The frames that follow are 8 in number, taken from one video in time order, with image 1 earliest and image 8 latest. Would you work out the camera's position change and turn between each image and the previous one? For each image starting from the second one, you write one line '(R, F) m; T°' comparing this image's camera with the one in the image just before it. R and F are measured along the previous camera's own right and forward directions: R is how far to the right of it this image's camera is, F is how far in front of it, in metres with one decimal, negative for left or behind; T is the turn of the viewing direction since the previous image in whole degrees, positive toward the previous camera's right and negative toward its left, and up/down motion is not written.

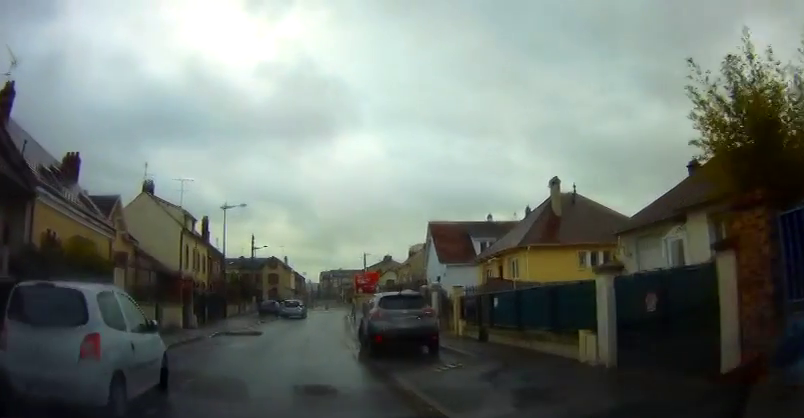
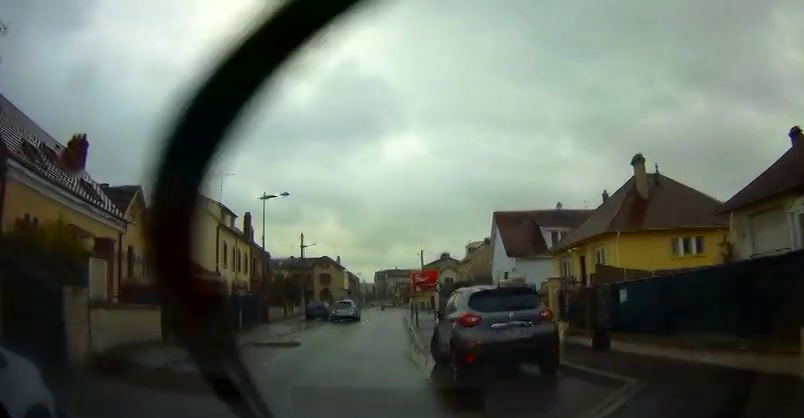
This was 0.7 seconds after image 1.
(-0.1, +4.1) m; -3°
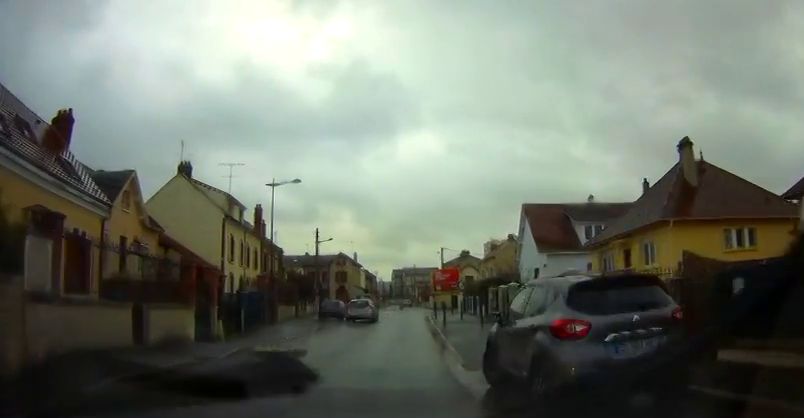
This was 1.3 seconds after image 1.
(-0.1, +3.1) m; -2°
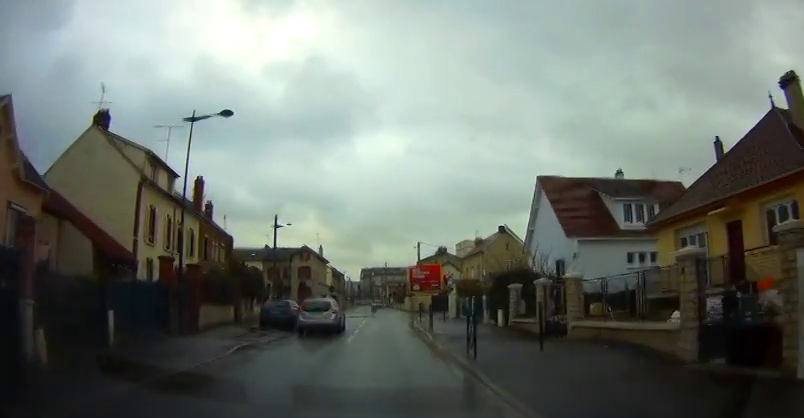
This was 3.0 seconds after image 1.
(0.0, +10.3) m; +2°
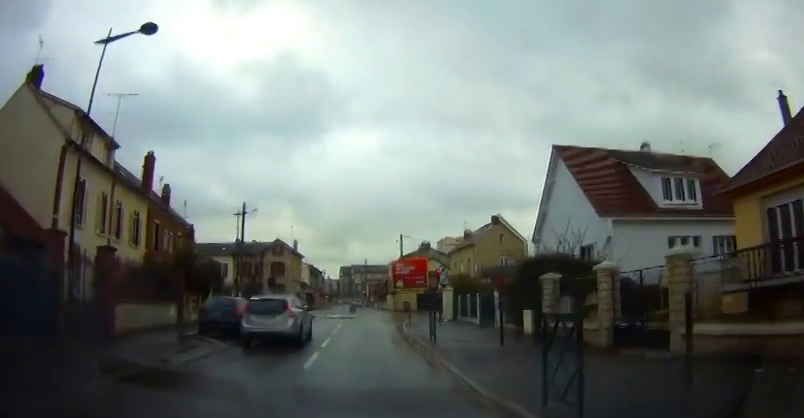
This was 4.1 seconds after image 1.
(+0.1, +6.2) m; +1°
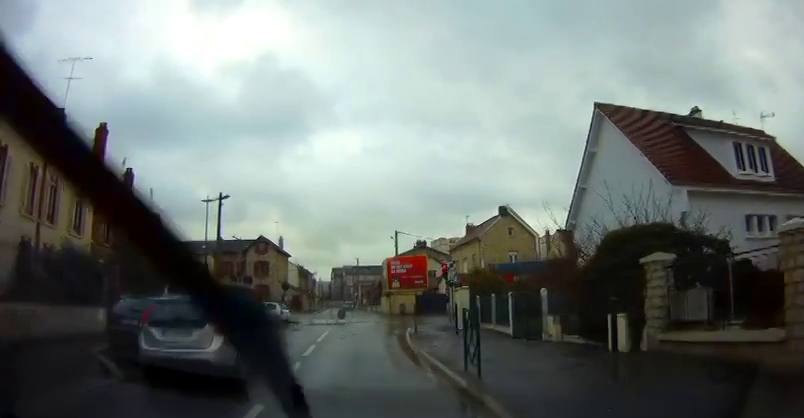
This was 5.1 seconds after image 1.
(0.0, +6.3) m; +2°
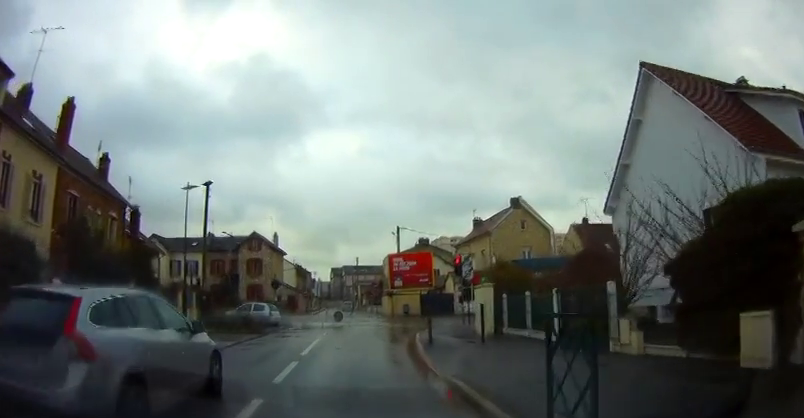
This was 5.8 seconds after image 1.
(+0.1, +4.0) m; +1°
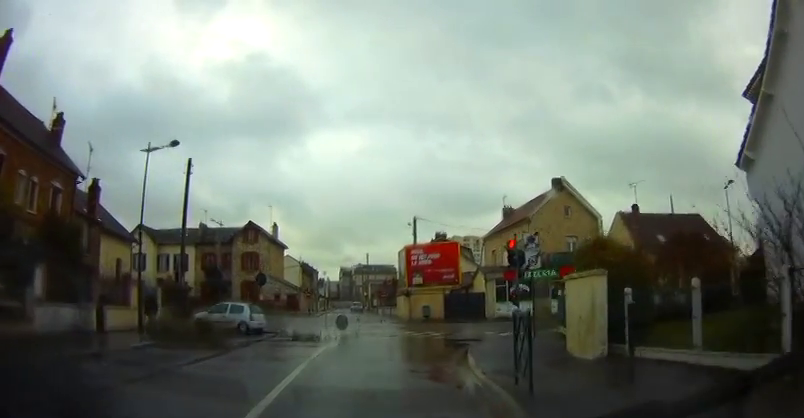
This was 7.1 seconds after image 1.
(-0.2, +7.8) m; -3°
